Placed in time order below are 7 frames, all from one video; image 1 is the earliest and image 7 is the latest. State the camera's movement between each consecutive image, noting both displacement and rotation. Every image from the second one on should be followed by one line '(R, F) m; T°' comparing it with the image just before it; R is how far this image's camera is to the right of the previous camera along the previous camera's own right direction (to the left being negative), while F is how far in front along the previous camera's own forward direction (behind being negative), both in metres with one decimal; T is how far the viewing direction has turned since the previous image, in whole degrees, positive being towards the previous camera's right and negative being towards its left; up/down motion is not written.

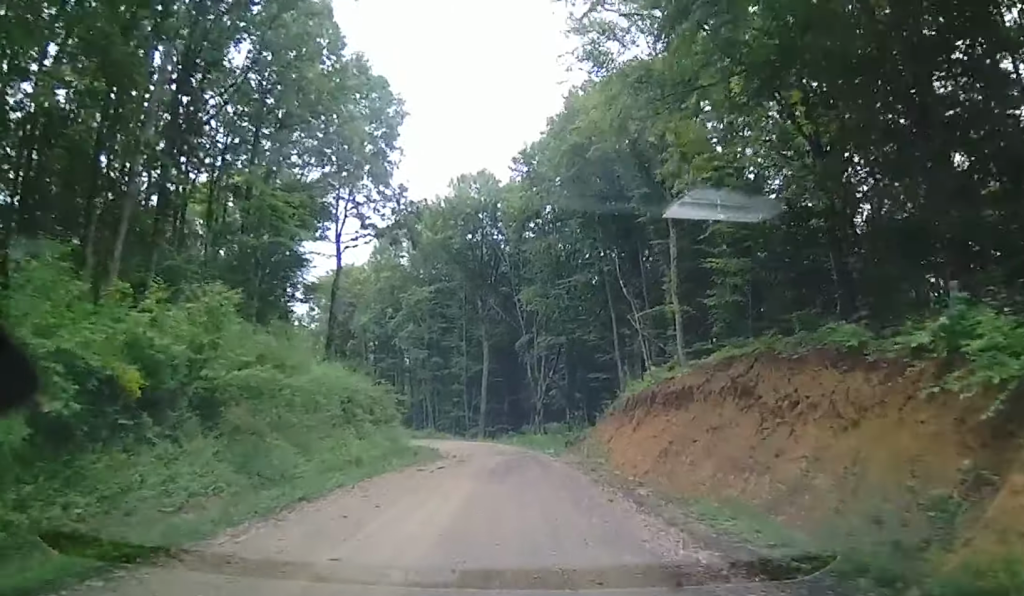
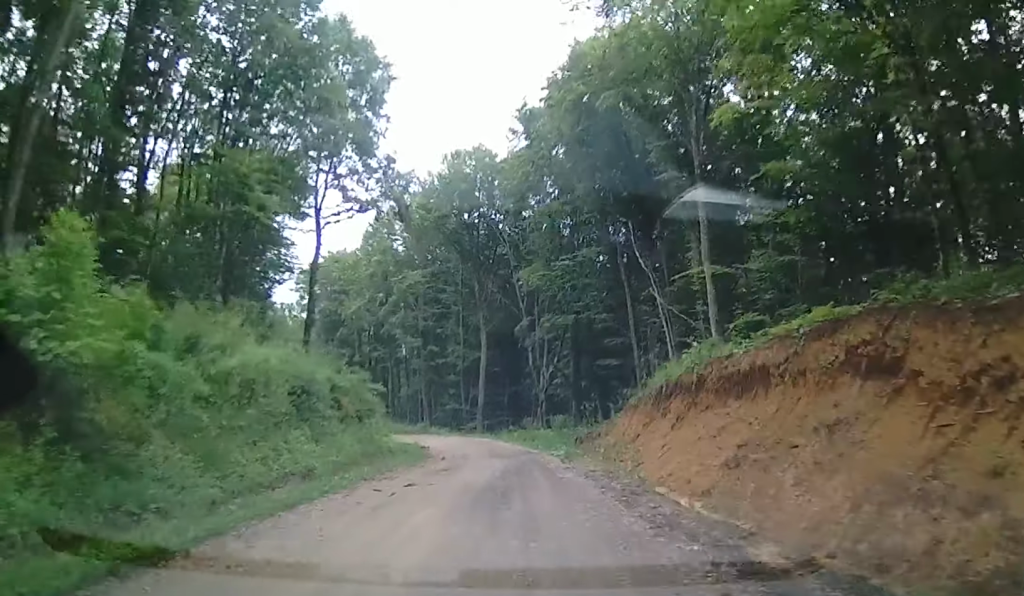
(+0.1, +4.9) m; -2°
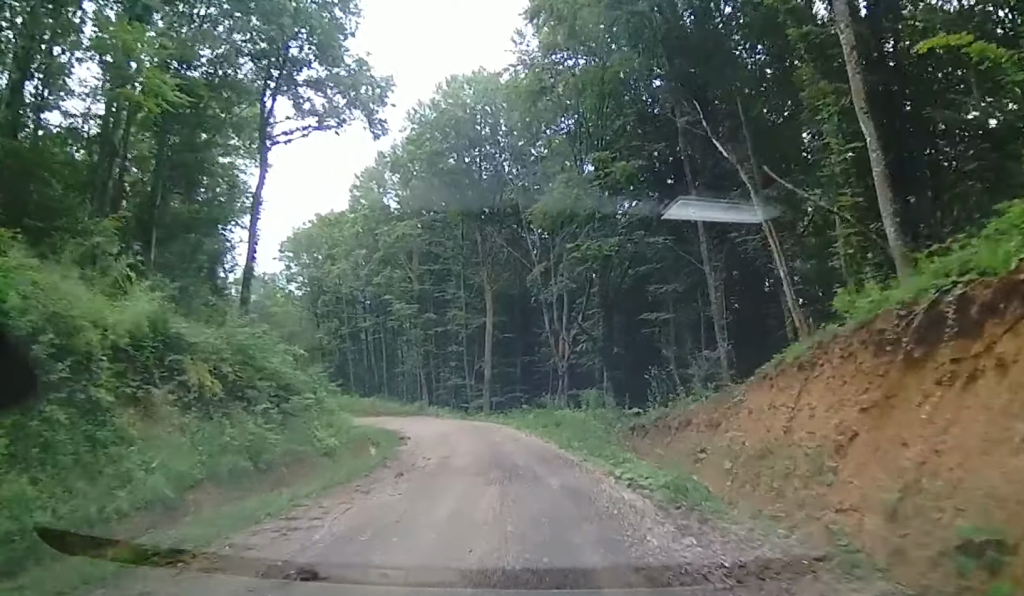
(-0.5, +11.0) m; -2°
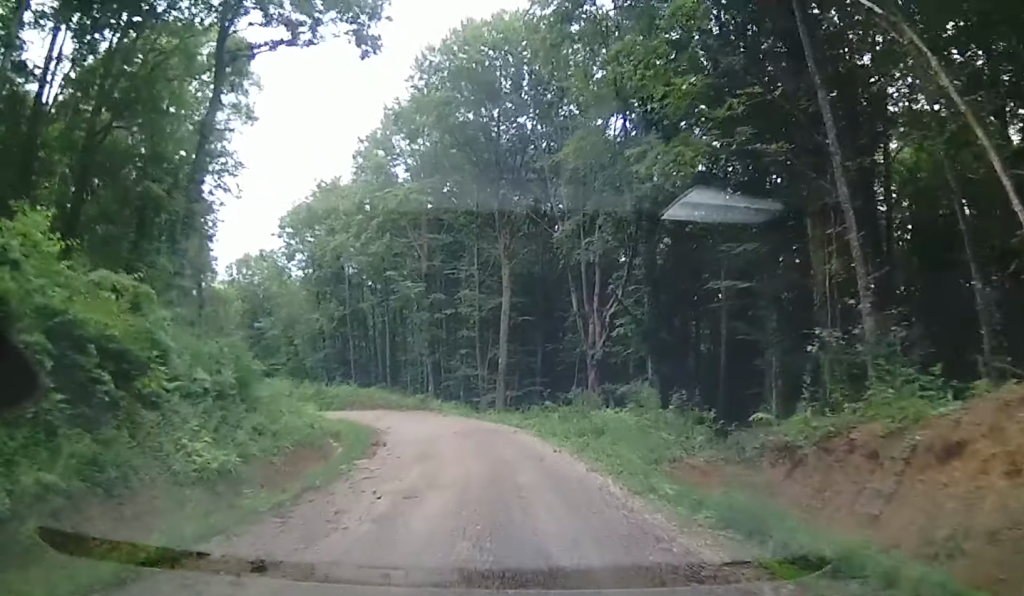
(+0.1, +7.9) m; +1°
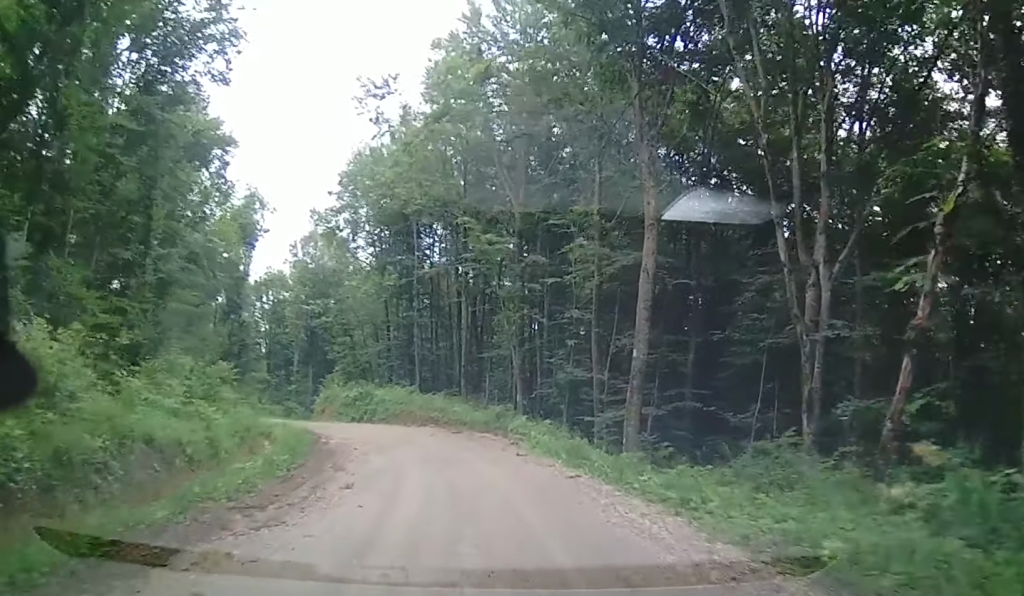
(-0.9, +20.2) m; -13°
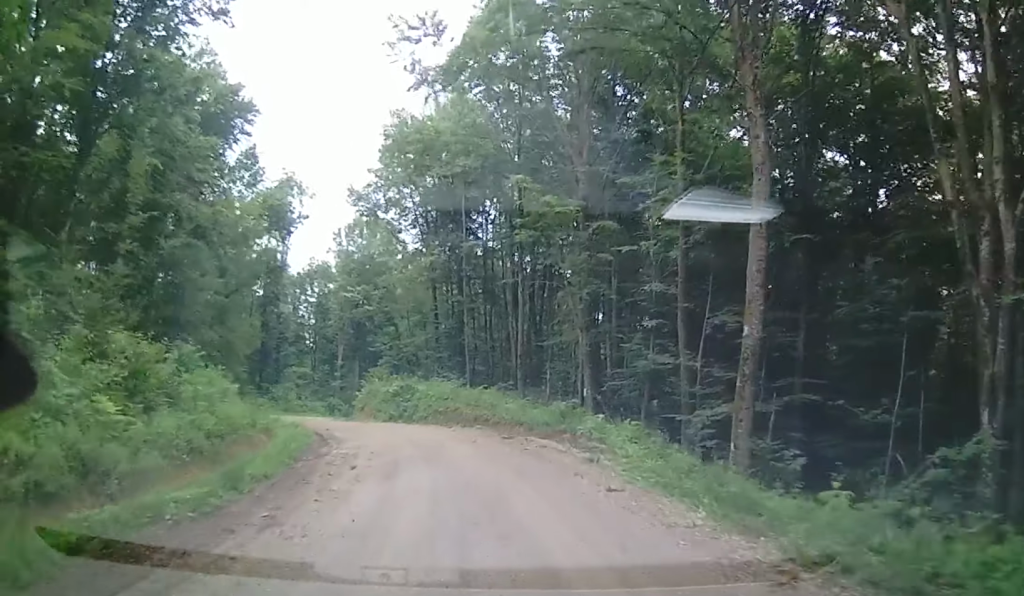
(-0.6, +6.8) m; -5°
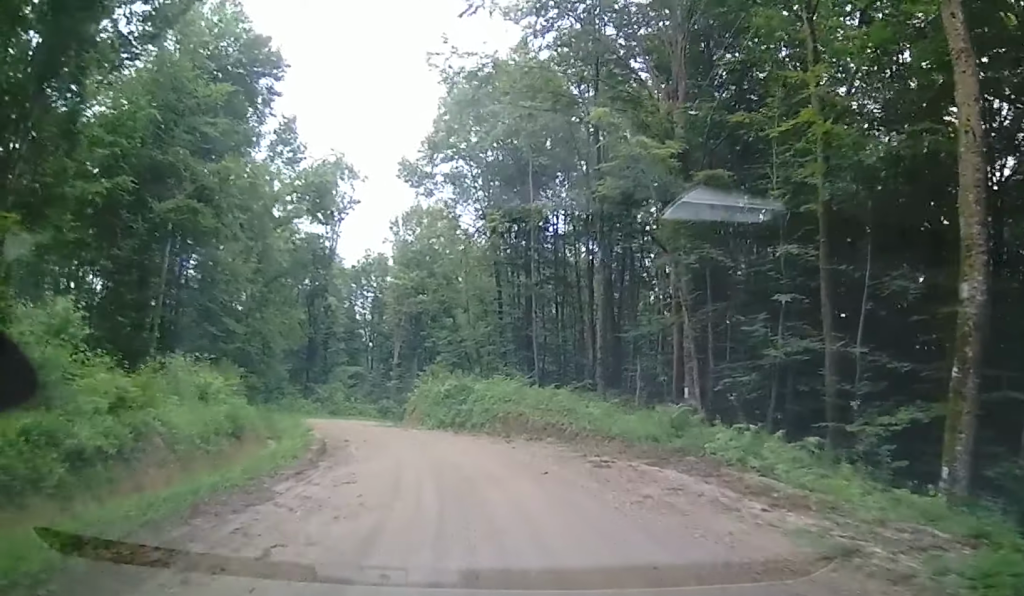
(-0.2, +7.6) m; -3°
